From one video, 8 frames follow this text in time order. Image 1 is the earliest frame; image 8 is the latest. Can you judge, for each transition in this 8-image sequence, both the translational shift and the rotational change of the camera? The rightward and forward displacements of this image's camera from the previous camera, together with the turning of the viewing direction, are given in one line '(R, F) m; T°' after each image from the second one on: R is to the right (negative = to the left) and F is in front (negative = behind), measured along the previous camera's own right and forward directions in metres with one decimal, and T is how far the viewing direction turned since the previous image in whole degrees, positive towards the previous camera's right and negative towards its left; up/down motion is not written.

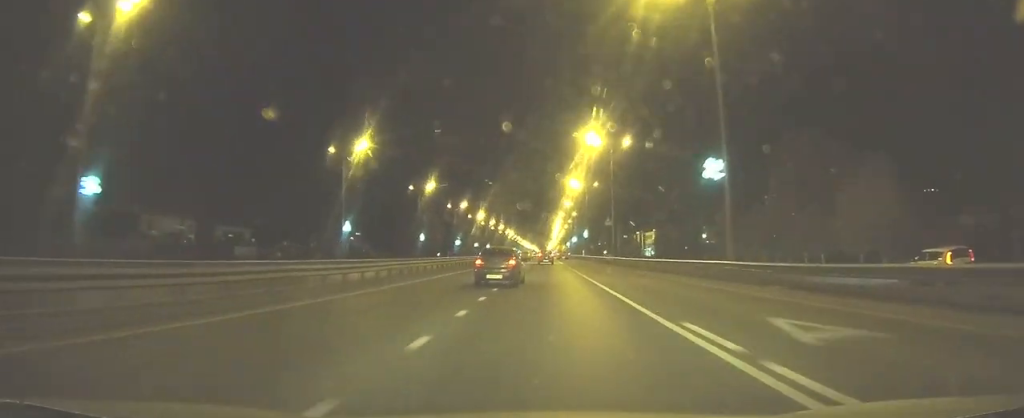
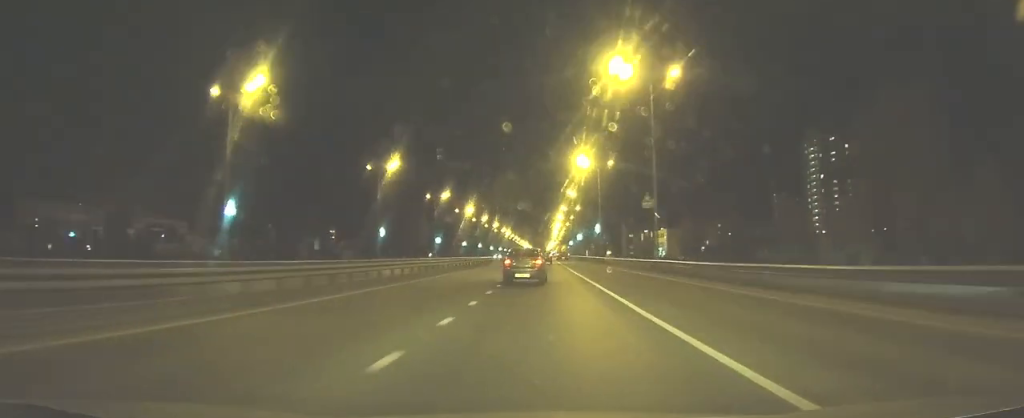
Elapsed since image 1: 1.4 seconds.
(0.0, +26.5) m; 0°
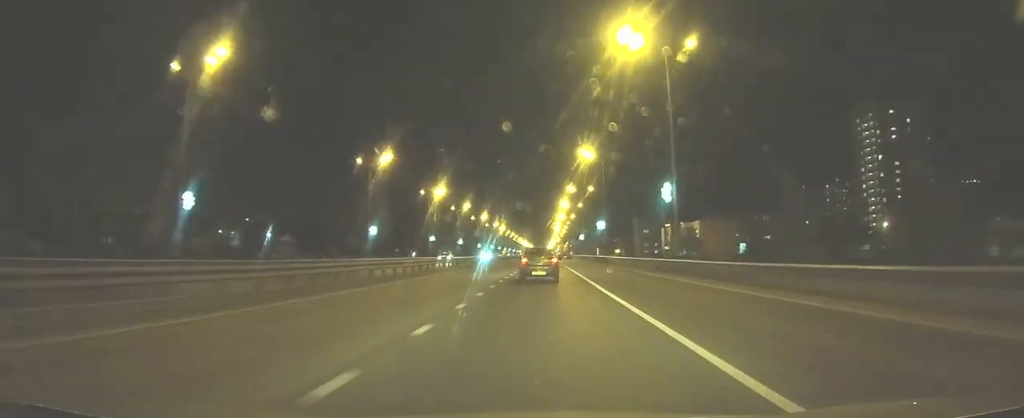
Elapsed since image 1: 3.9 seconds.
(0.0, +46.8) m; 0°
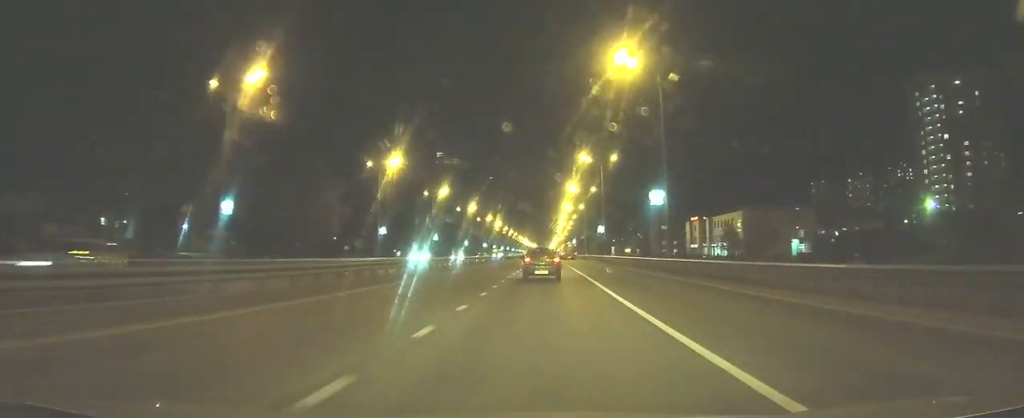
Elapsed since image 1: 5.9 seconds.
(0.0, +37.1) m; 0°
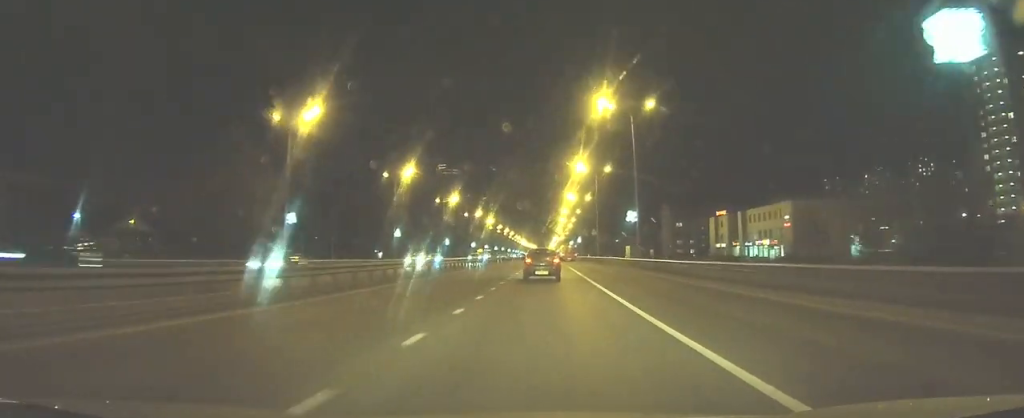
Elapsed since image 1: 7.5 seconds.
(-0.1, +29.4) m; 0°
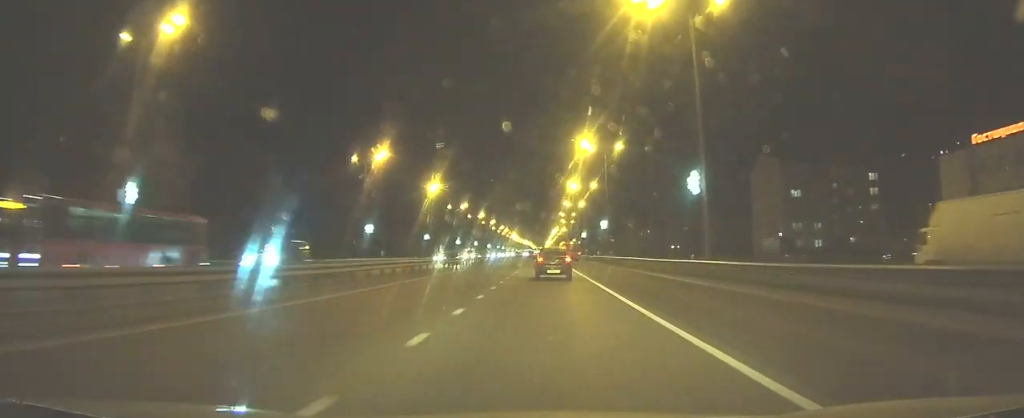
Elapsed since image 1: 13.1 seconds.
(-0.4, +102.2) m; 0°
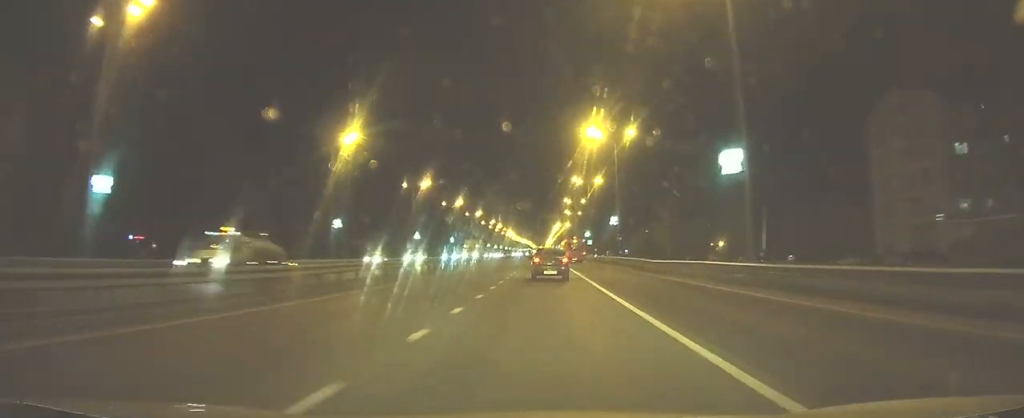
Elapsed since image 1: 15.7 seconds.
(0.0, +47.2) m; 0°
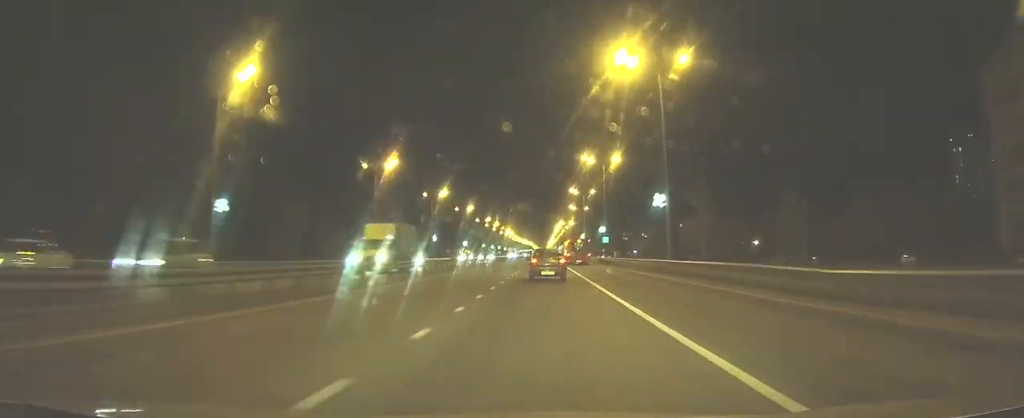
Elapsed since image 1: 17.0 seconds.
(+0.1, +23.5) m; 0°
